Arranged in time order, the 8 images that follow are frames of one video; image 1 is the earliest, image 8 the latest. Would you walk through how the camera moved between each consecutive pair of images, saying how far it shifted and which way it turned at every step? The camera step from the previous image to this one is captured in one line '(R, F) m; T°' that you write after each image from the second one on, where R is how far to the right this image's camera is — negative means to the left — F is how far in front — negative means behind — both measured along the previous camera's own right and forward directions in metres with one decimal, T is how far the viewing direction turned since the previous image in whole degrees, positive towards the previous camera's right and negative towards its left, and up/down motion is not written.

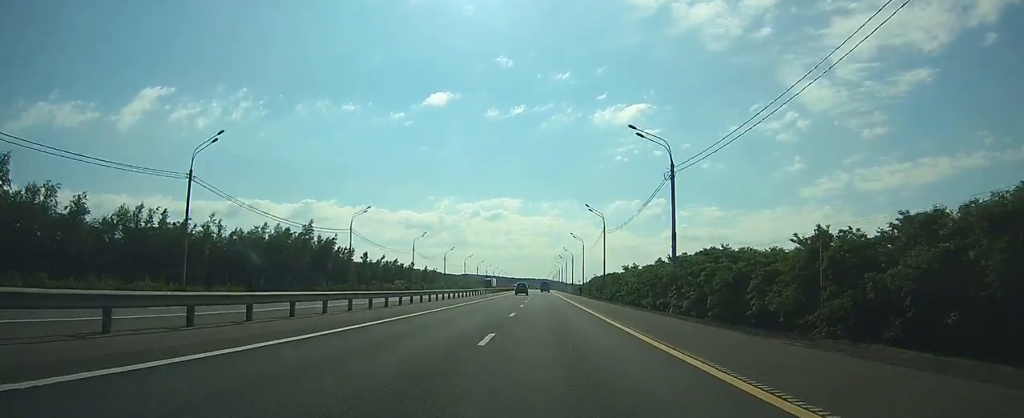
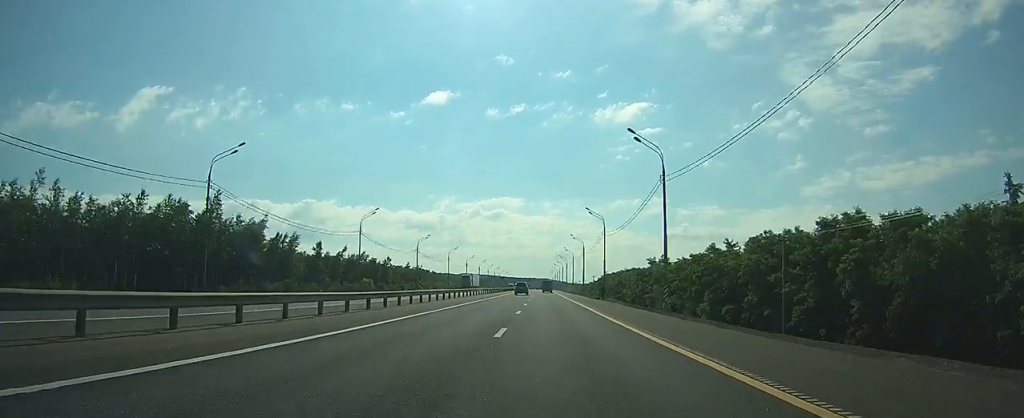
(0.0, +33.6) m; 0°
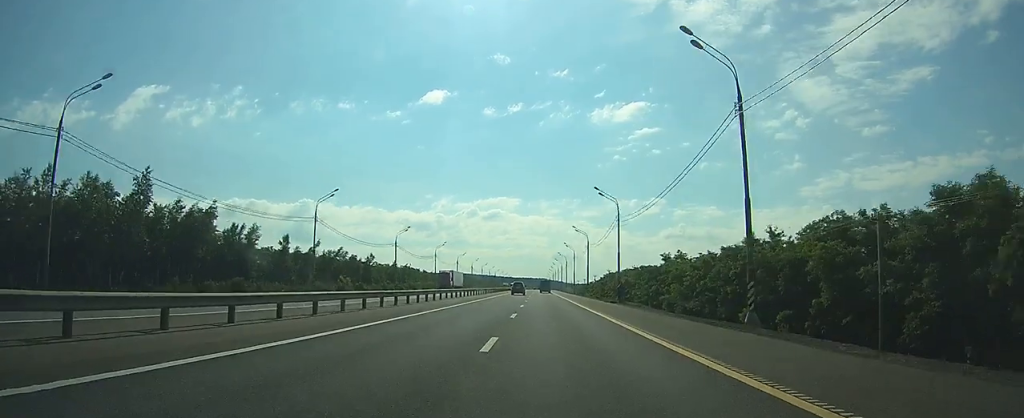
(0.0, +15.1) m; 0°
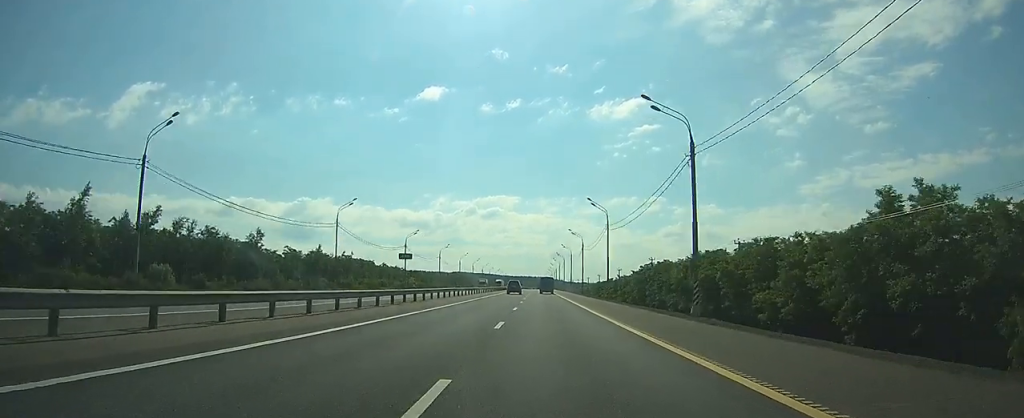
(-0.2, +65.9) m; 0°
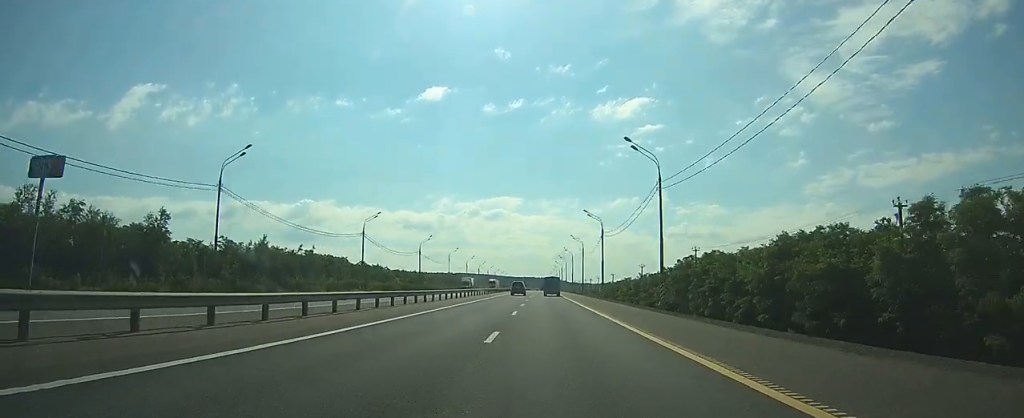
(0.0, +27.9) m; 0°
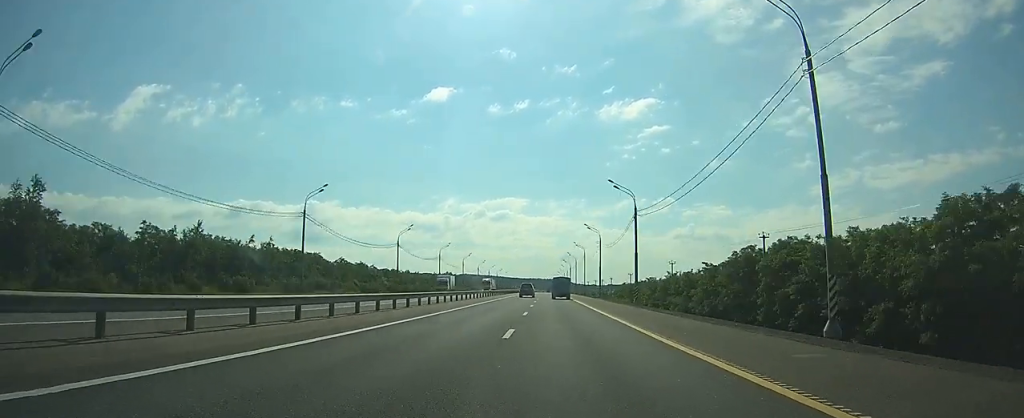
(0.0, +22.4) m; 0°
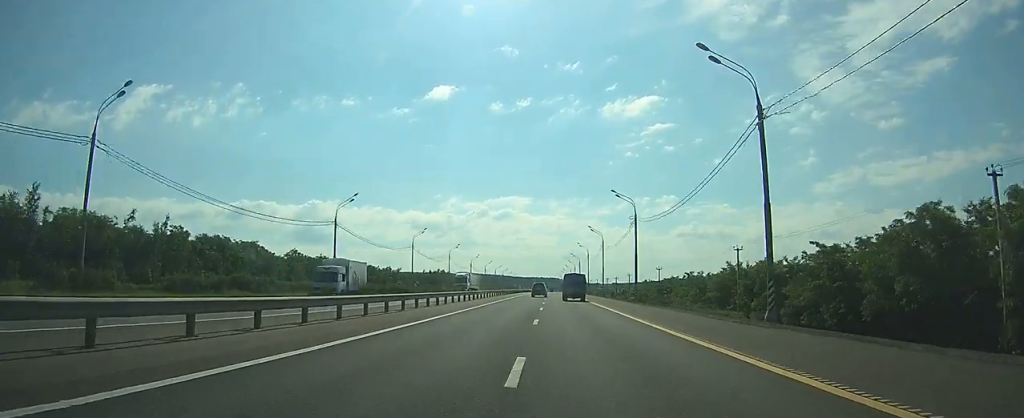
(-0.1, +30.7) m; 0°
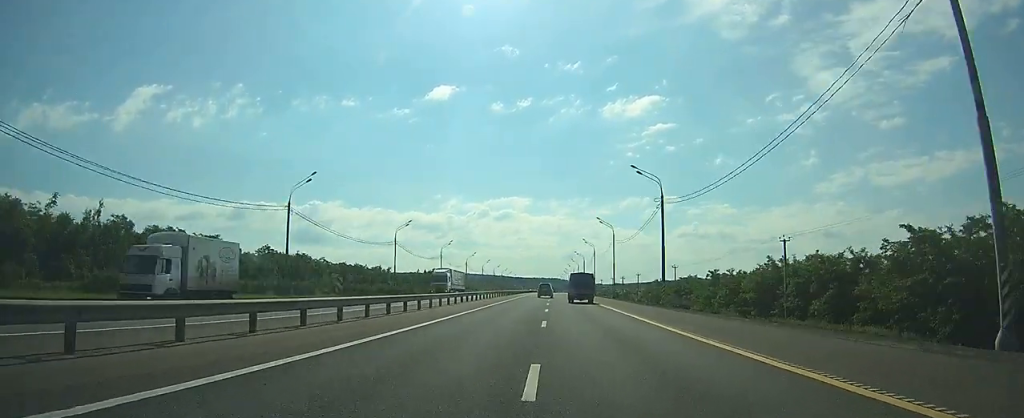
(0.0, +12.6) m; 0°
